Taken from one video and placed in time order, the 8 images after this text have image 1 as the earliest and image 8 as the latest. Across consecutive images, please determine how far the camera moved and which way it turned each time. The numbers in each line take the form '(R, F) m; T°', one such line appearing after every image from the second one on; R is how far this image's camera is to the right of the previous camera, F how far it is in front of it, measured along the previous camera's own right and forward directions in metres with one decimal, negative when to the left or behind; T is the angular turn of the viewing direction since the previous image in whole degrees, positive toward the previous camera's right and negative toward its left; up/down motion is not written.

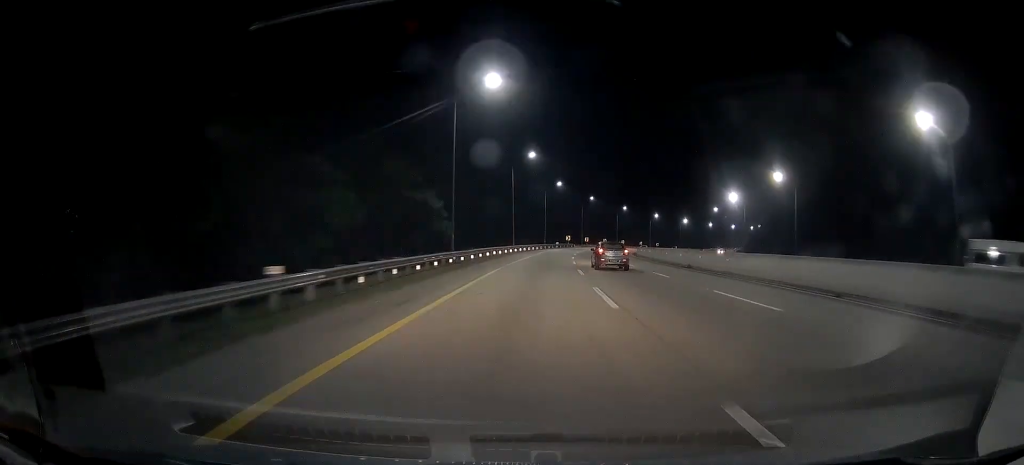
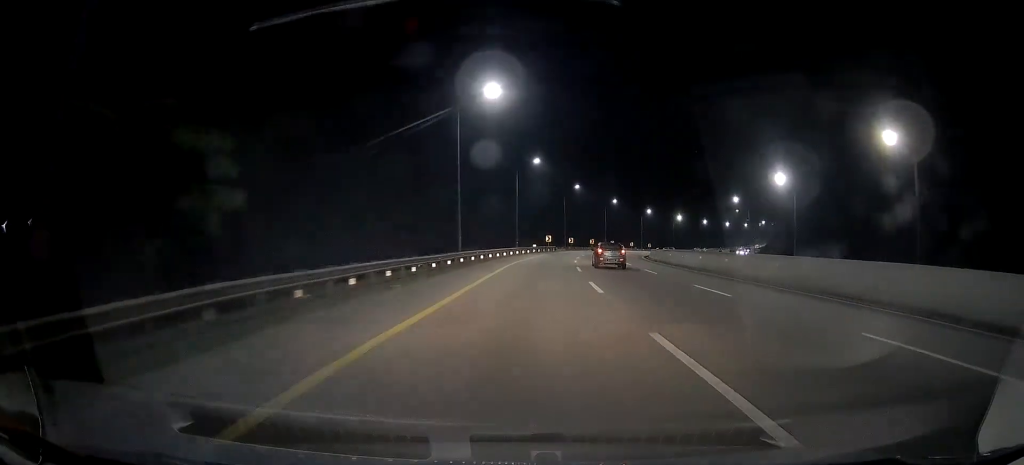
(+0.1, +31.8) m; +1°
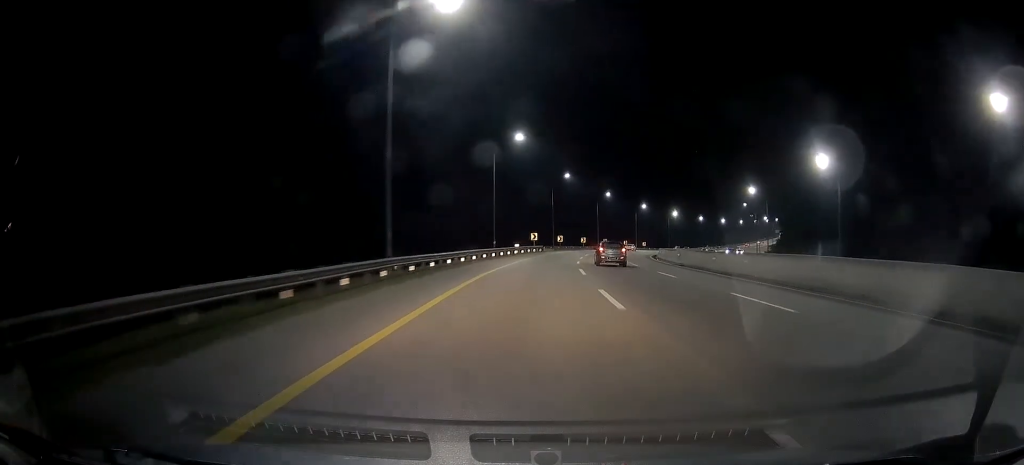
(0.0, +16.7) m; +3°
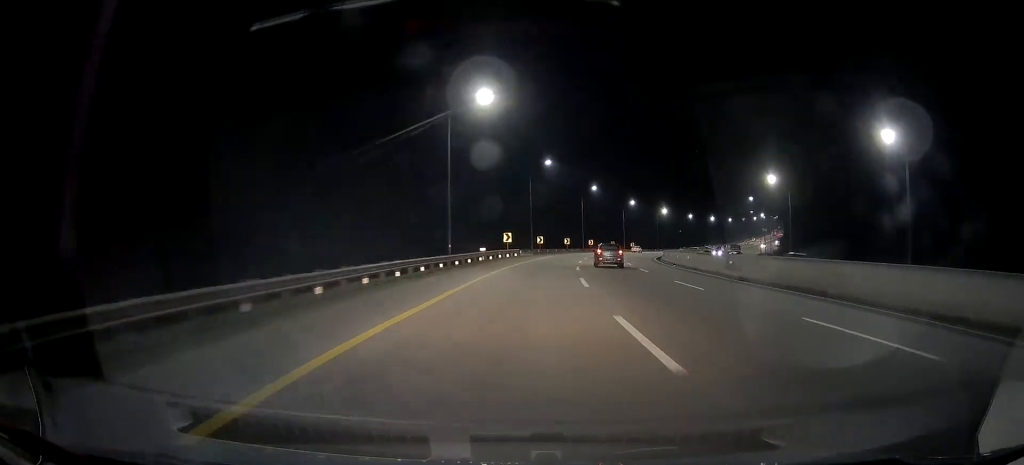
(+0.9, +17.4) m; +2°
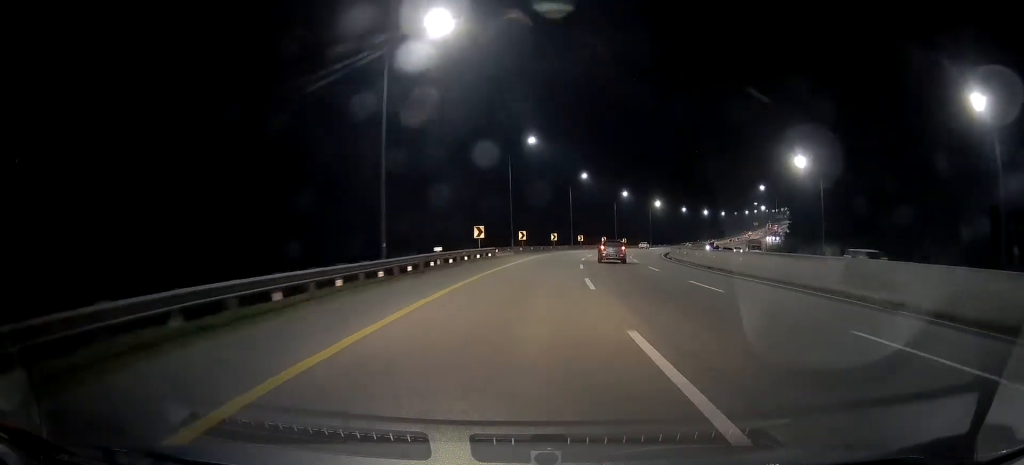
(+0.5, +14.4) m; +2°
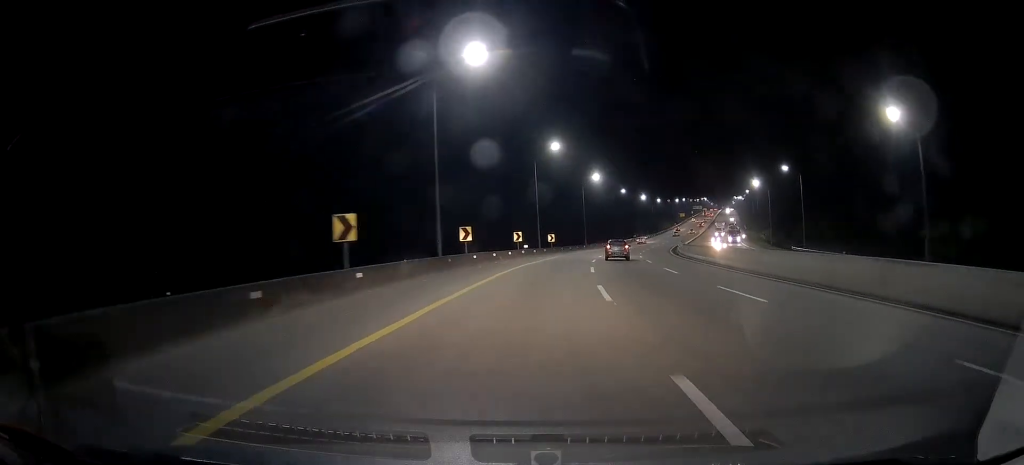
(+4.5, +63.7) m; +9°
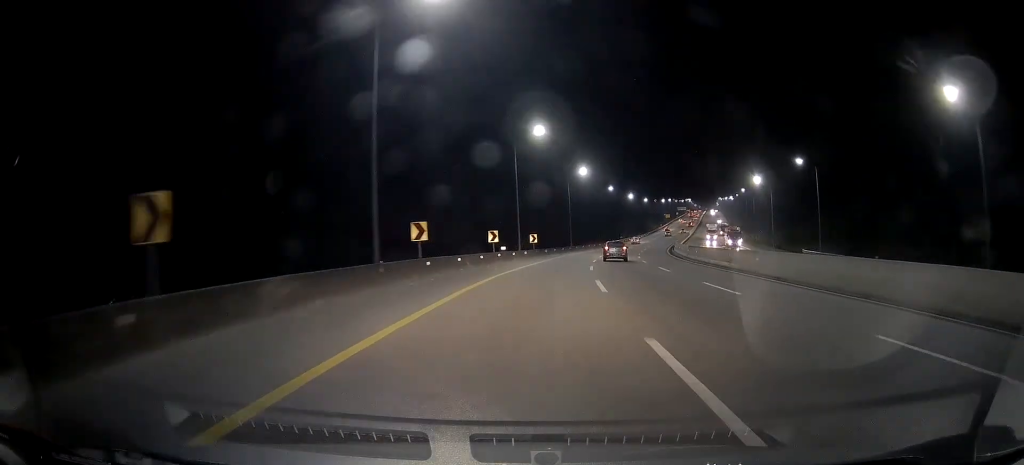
(+0.4, +9.9) m; +3°
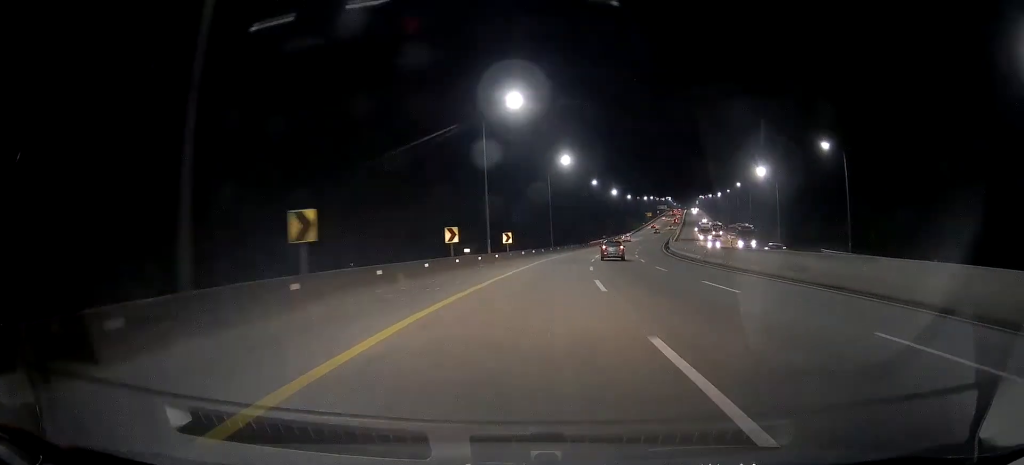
(-0.1, +12.2) m; +4°
